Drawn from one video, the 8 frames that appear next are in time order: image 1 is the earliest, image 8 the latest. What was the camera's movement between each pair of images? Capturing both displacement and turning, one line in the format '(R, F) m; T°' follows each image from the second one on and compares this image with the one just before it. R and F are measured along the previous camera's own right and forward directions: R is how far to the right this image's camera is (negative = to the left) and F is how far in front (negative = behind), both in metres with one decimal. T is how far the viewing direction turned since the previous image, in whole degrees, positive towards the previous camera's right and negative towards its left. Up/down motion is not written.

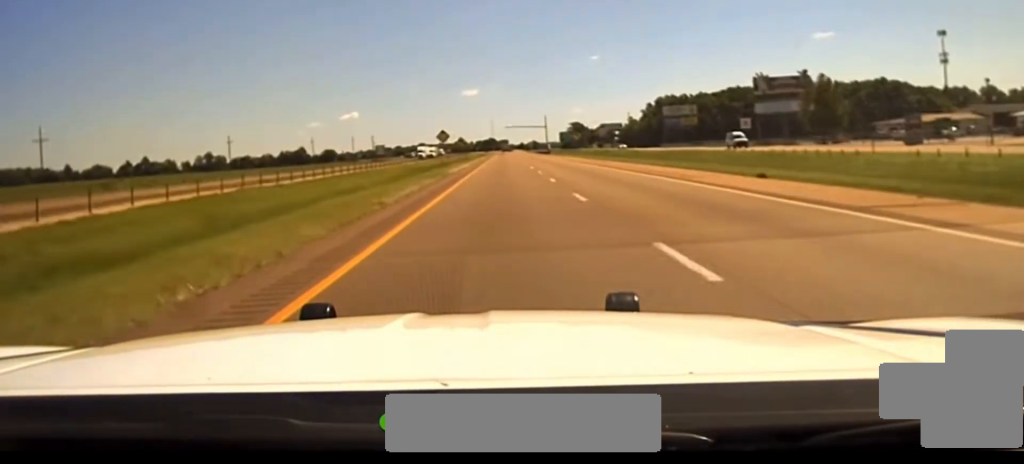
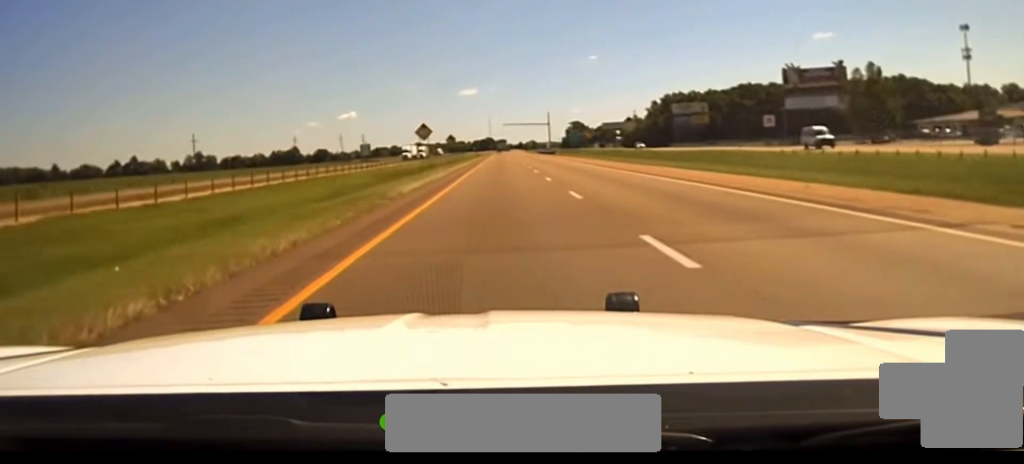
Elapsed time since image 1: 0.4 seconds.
(-0.1, +25.2) m; 0°
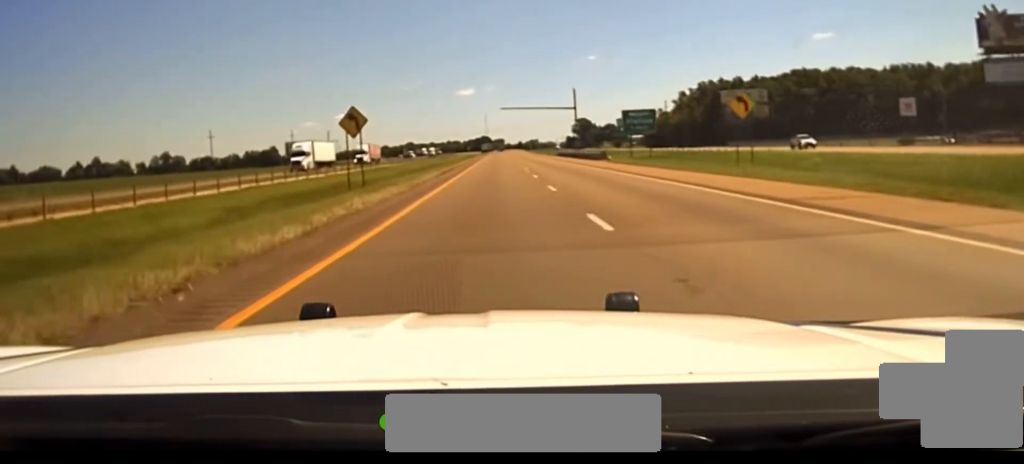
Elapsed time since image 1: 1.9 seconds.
(+1.2, +84.6) m; +1°
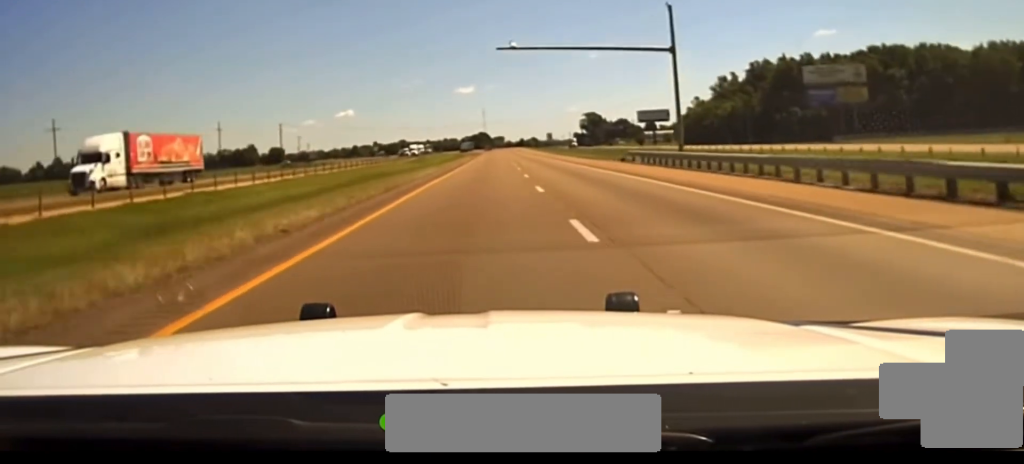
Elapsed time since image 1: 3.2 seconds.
(-0.2, +76.7) m; 0°
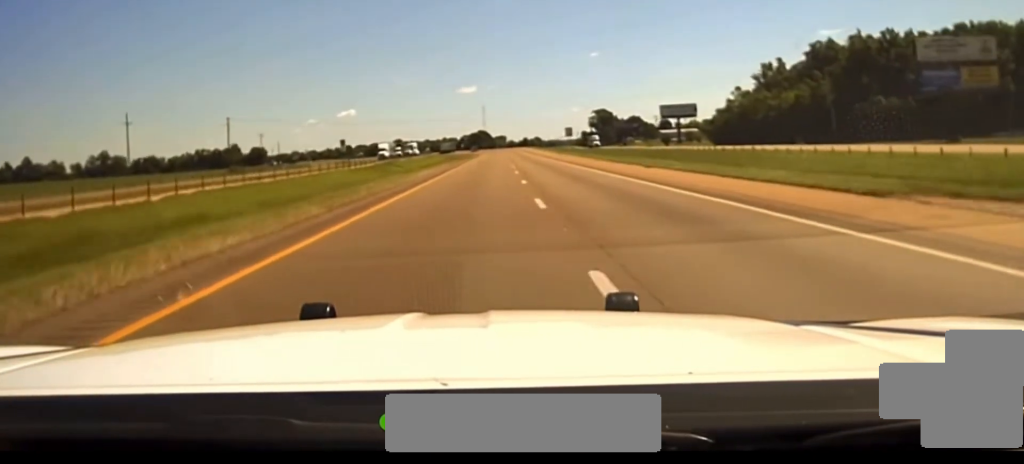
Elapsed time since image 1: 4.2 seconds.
(-0.1, +55.2) m; -1°
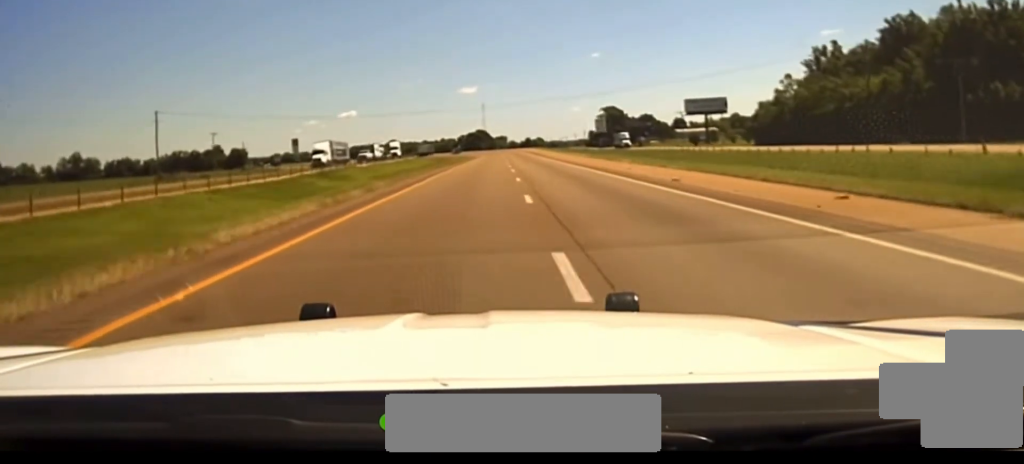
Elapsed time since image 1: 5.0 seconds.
(-0.4, +47.4) m; -1°
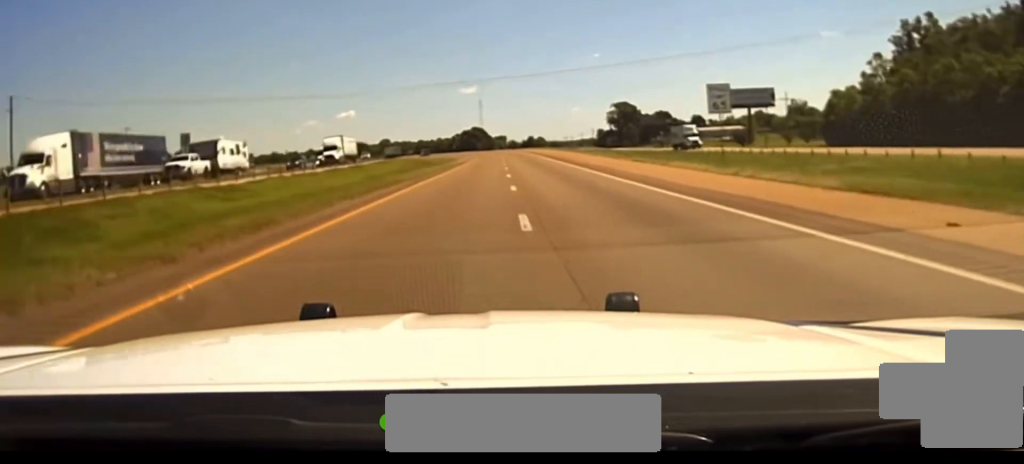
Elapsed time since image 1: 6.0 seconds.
(-0.3, +54.9) m; 0°
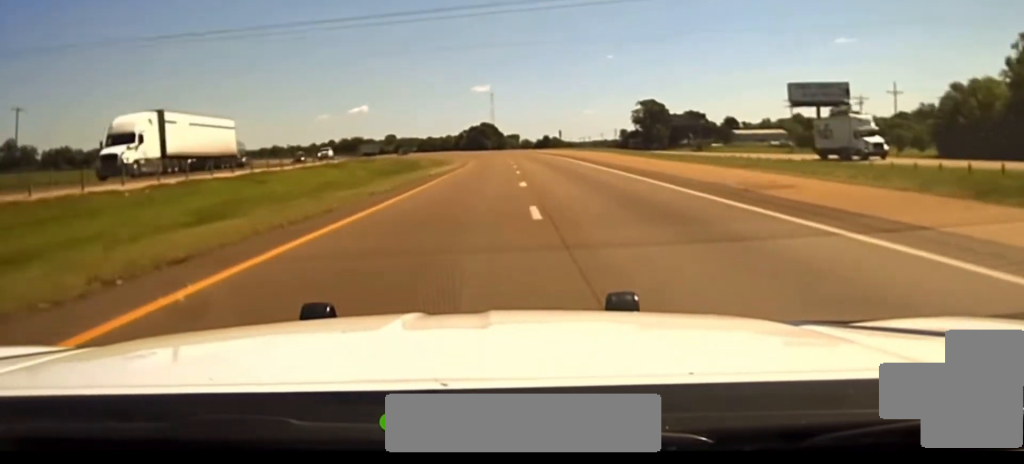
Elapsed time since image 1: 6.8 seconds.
(-0.1, +47.3) m; -1°
